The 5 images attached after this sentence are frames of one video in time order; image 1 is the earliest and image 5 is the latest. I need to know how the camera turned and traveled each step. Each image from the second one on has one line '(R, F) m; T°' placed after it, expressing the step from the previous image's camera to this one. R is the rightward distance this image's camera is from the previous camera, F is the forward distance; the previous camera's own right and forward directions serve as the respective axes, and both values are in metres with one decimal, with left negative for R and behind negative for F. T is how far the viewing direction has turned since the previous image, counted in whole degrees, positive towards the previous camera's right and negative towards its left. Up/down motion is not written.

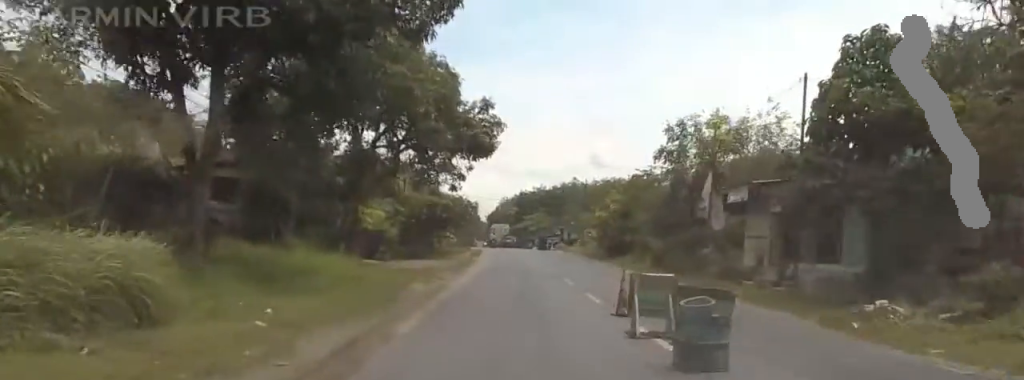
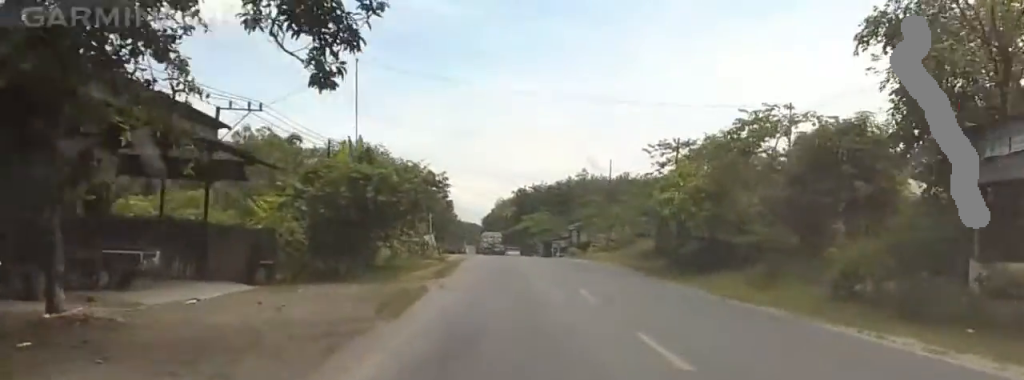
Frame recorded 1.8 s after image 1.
(-0.8, +27.7) m; -2°
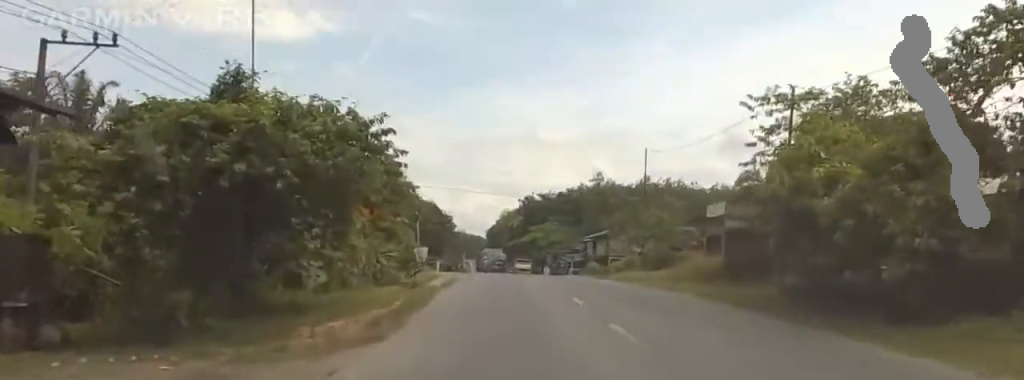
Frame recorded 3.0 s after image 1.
(+0.2, +16.7) m; -3°
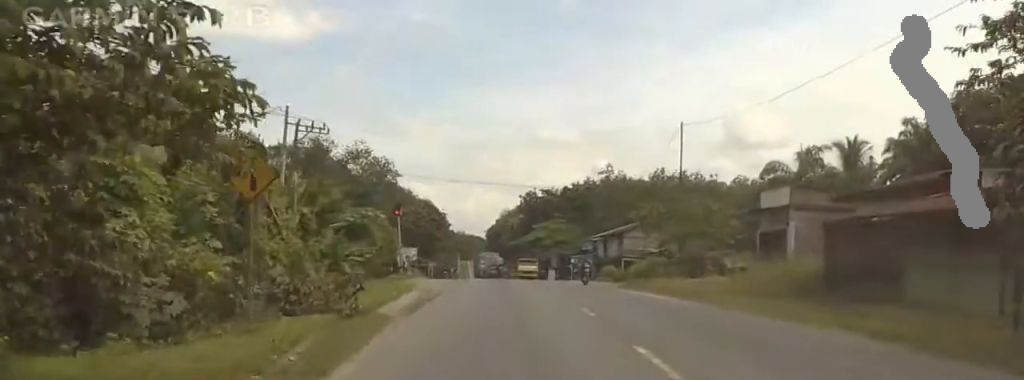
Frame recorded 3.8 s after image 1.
(-1.0, +12.5) m; 0°
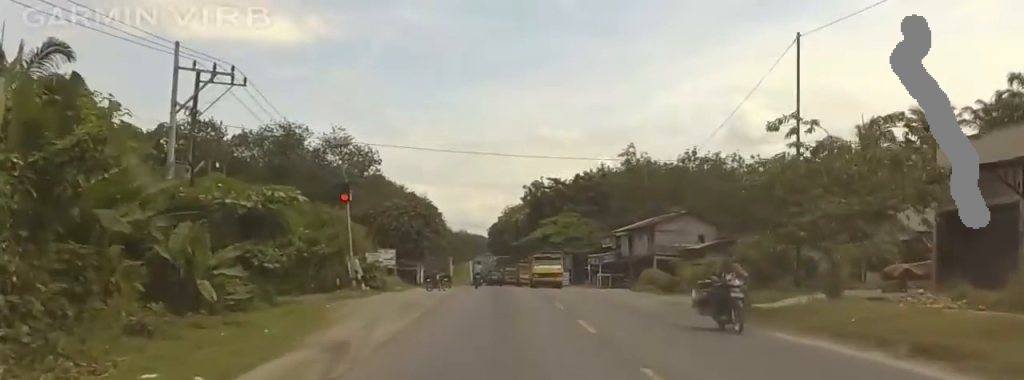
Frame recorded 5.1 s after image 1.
(+1.7, +19.6) m; +4°
